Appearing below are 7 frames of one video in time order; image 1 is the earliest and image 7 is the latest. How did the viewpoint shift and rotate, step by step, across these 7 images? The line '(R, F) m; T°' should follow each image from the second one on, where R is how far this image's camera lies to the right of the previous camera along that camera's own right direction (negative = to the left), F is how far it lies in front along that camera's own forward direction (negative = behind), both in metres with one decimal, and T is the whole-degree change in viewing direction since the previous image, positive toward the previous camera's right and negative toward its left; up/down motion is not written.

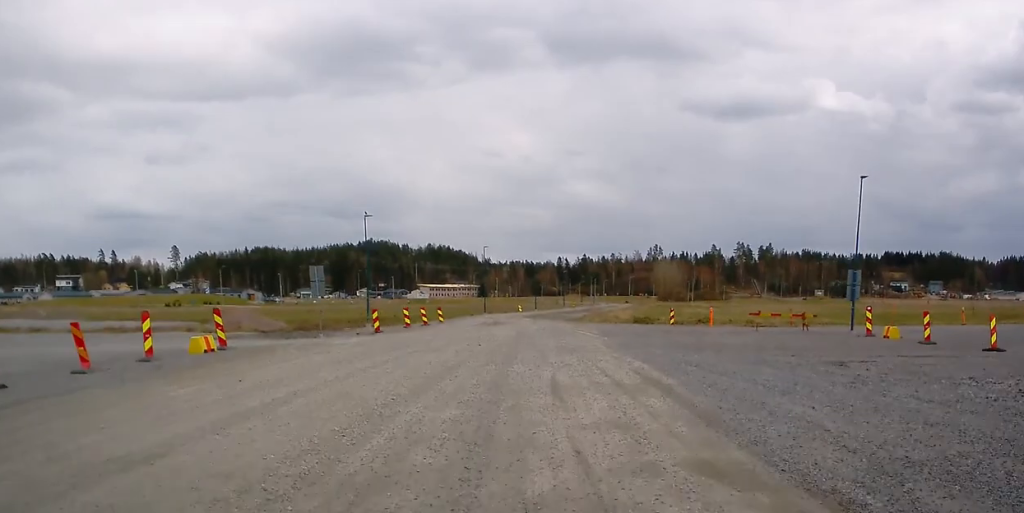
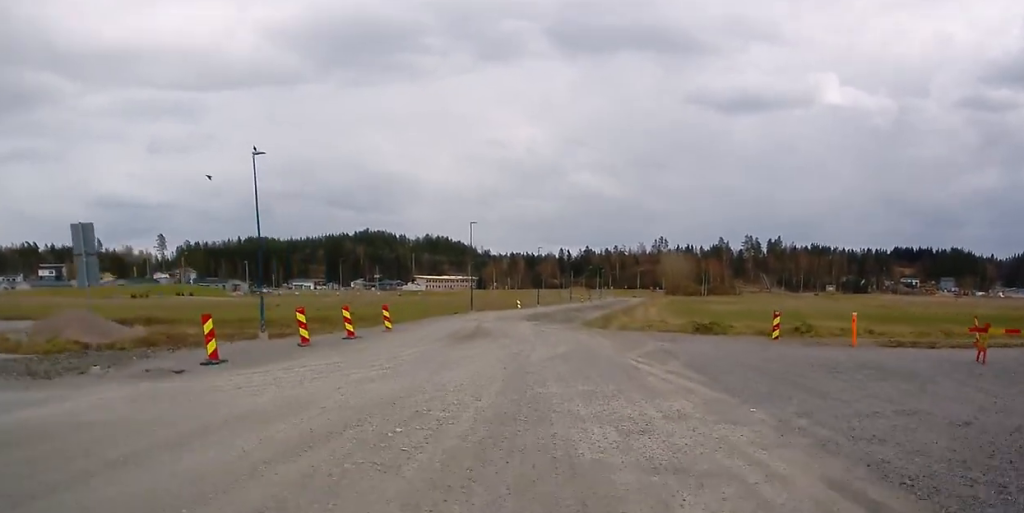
(-0.3, +18.7) m; -1°
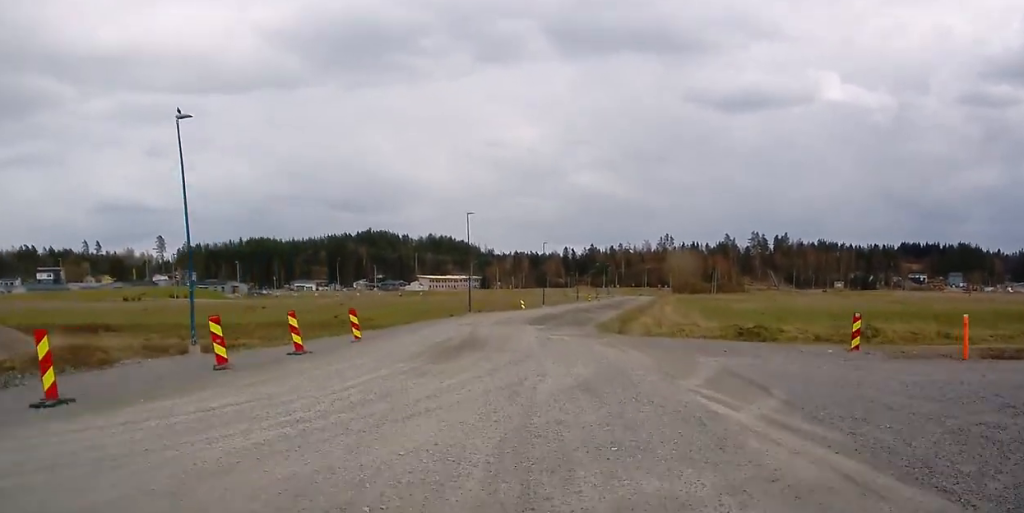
(+0.1, +6.4) m; +1°
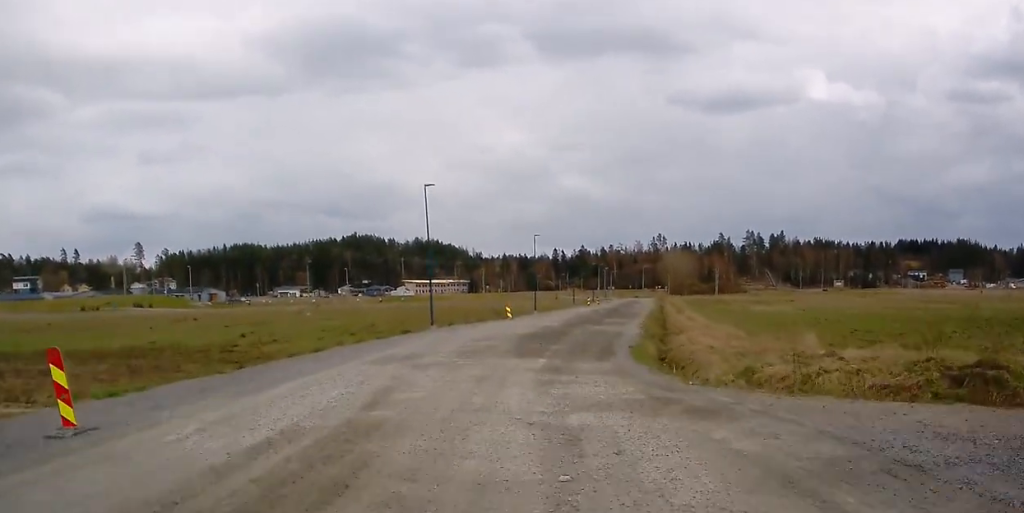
(+0.2, +15.5) m; 0°
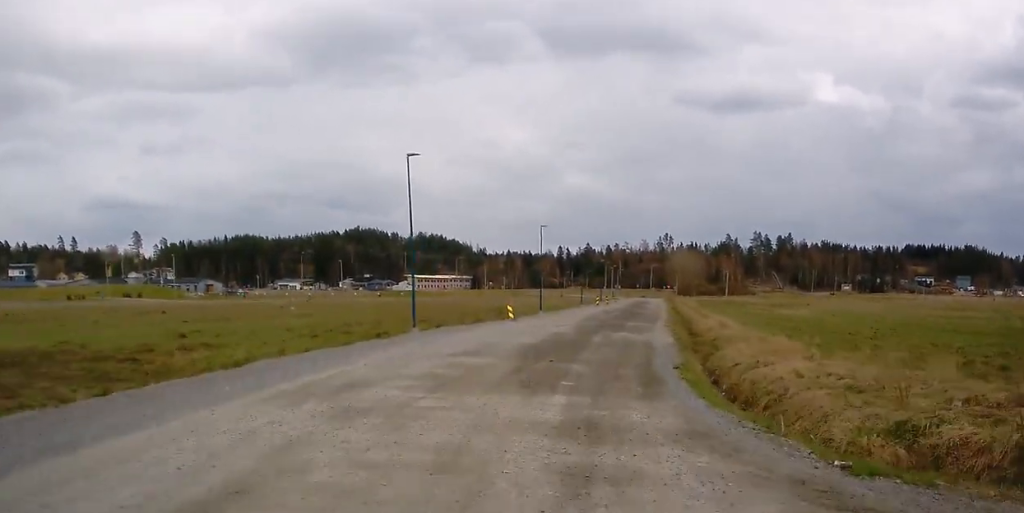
(-0.1, +6.8) m; +1°
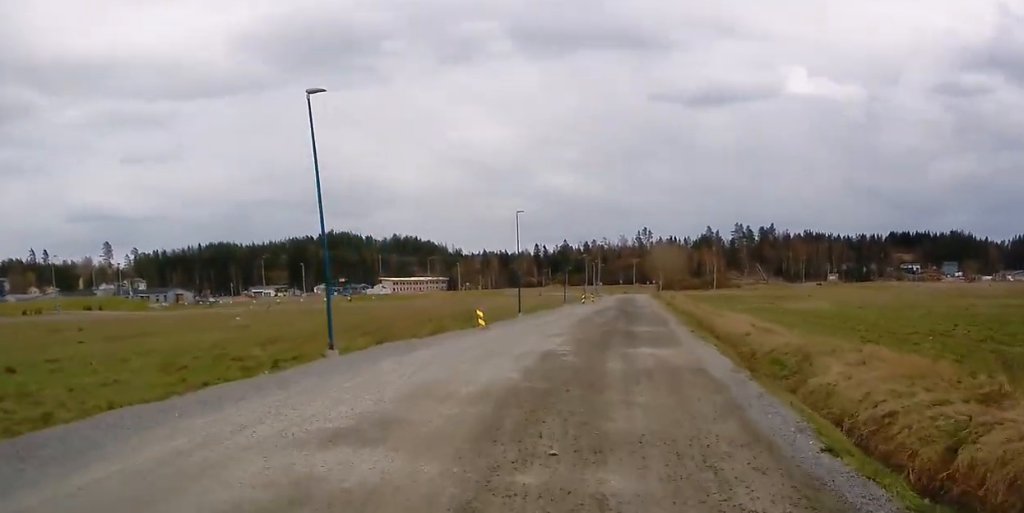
(-0.3, +9.7) m; +3°
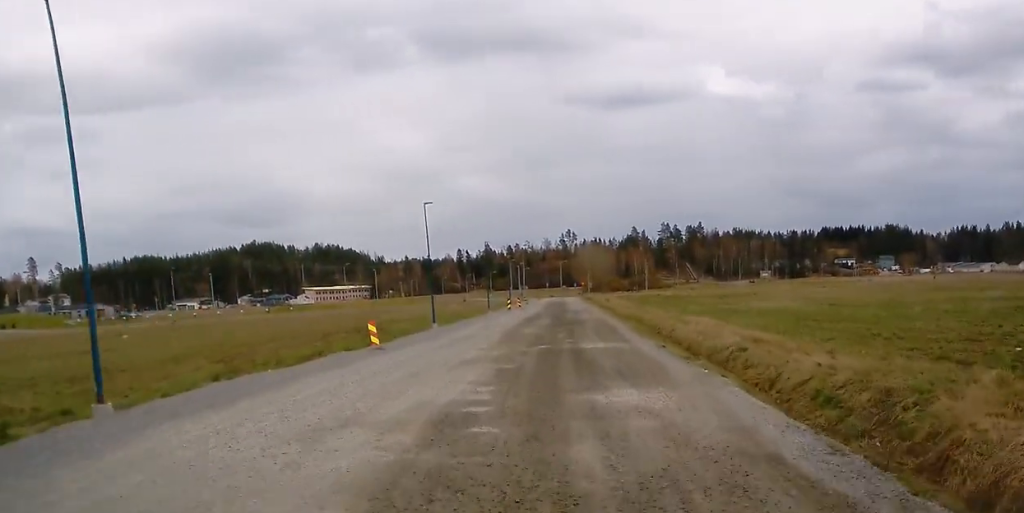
(+0.7, +8.0) m; +3°
